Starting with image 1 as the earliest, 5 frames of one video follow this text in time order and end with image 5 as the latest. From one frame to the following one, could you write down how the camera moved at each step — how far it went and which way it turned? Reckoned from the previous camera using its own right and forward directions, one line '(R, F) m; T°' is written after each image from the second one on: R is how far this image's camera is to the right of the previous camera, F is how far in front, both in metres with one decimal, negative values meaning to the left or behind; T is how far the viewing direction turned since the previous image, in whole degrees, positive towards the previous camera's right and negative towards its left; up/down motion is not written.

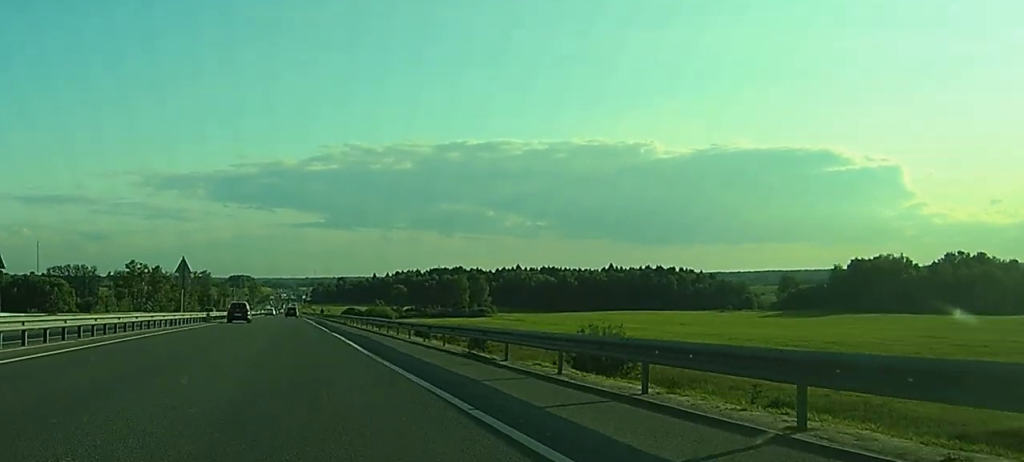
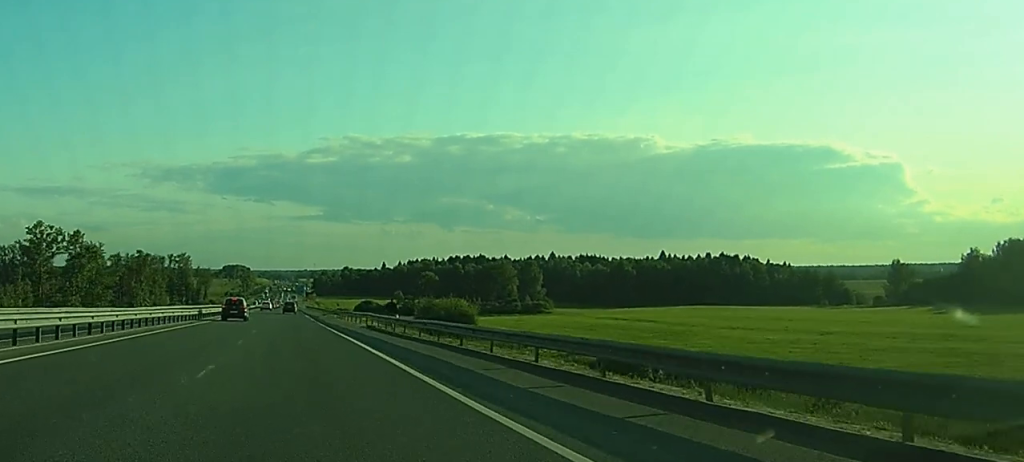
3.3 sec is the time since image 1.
(-0.6, +97.2) m; 0°
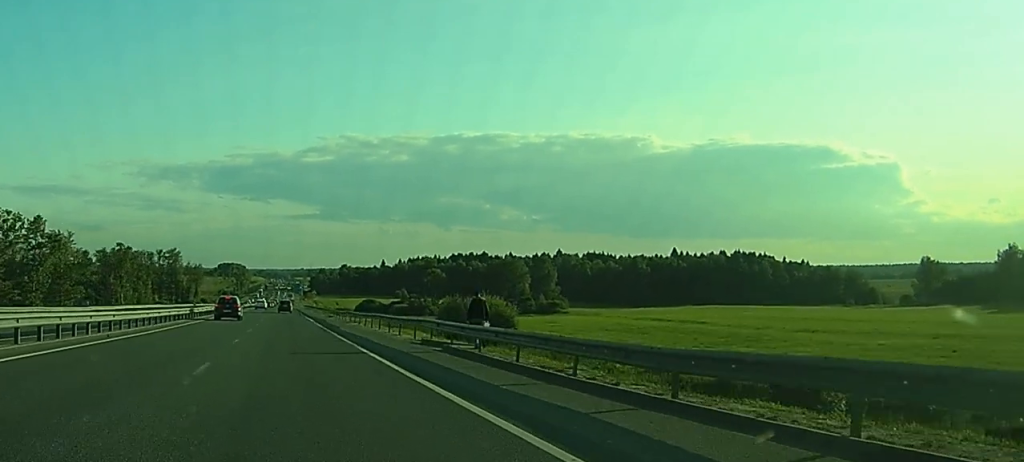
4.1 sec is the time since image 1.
(-0.1, +23.4) m; 0°
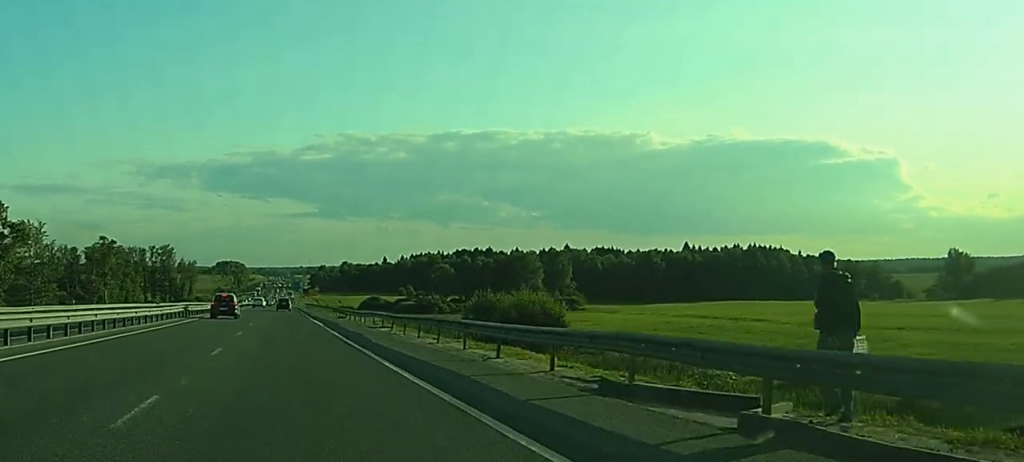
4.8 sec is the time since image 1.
(-0.1, +18.5) m; 0°
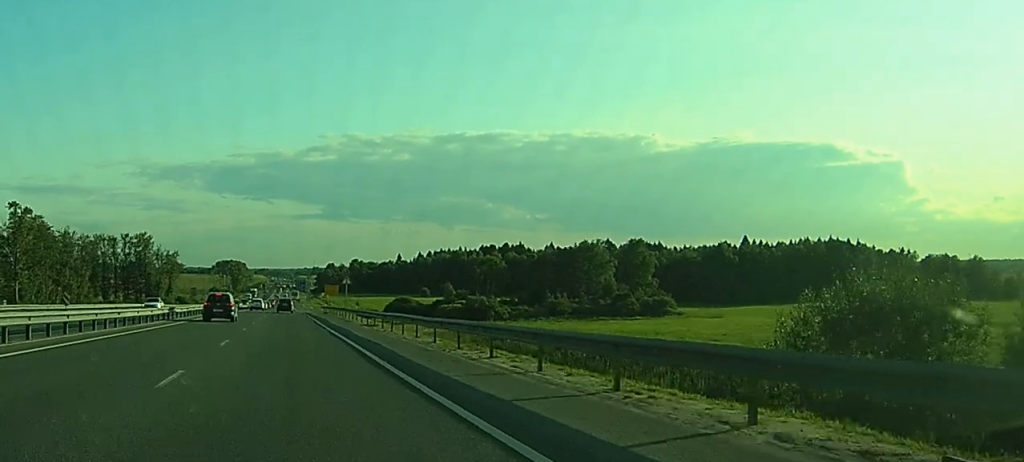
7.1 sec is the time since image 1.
(-0.2, +67.9) m; 0°
